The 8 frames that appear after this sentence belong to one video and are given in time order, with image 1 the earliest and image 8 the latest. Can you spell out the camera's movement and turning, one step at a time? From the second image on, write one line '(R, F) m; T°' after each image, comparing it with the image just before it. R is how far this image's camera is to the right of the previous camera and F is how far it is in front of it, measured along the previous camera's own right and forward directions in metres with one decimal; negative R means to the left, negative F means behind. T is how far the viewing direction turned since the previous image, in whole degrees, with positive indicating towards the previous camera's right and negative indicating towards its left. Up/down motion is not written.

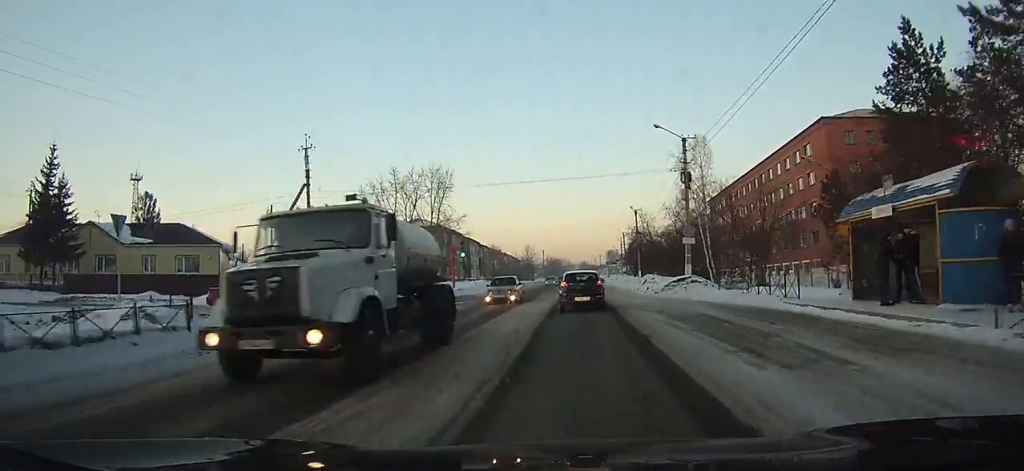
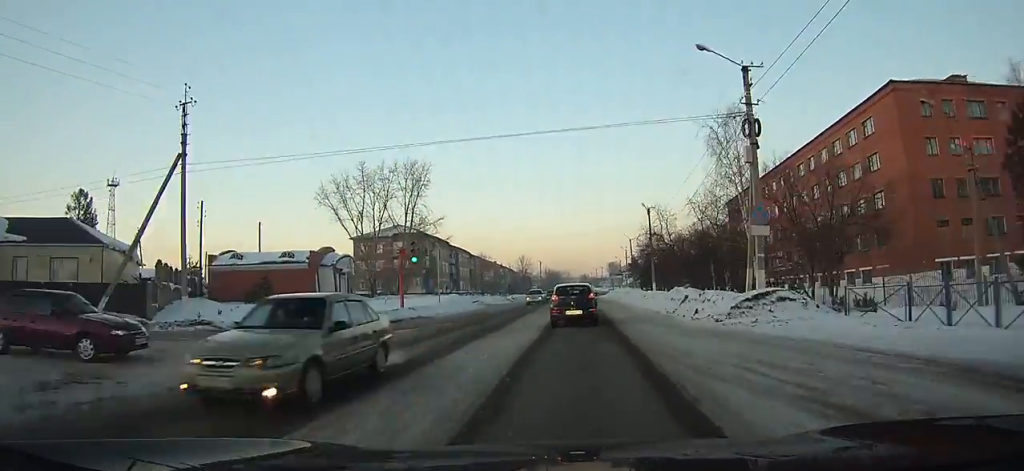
(-0.1, +11.3) m; 0°
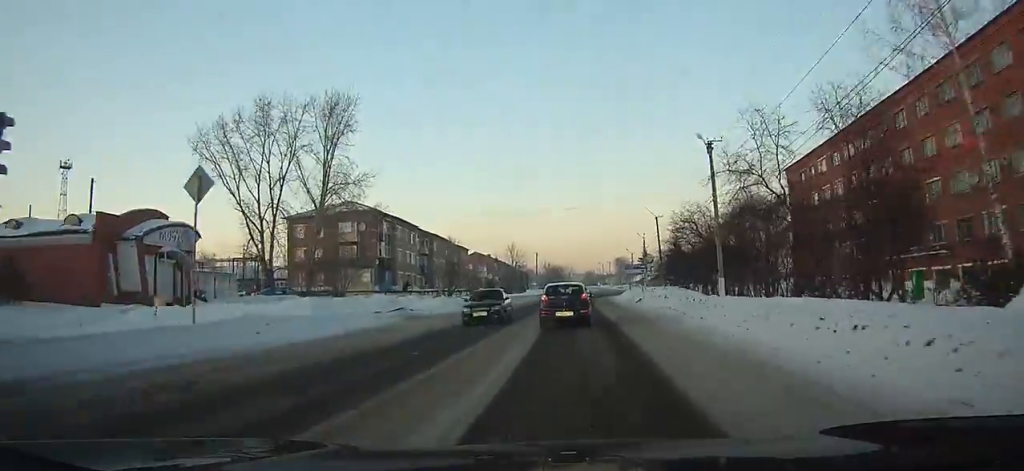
(+0.3, +24.8) m; 0°
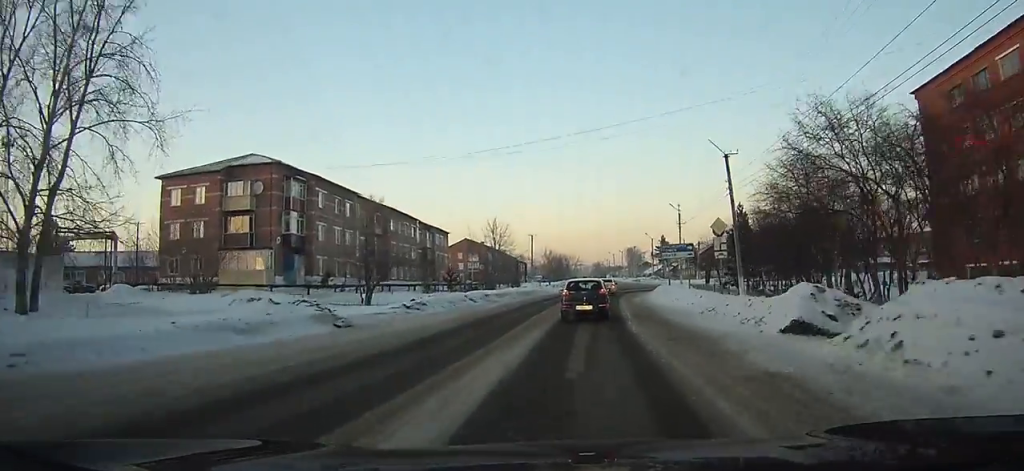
(-0.1, +28.6) m; 0°
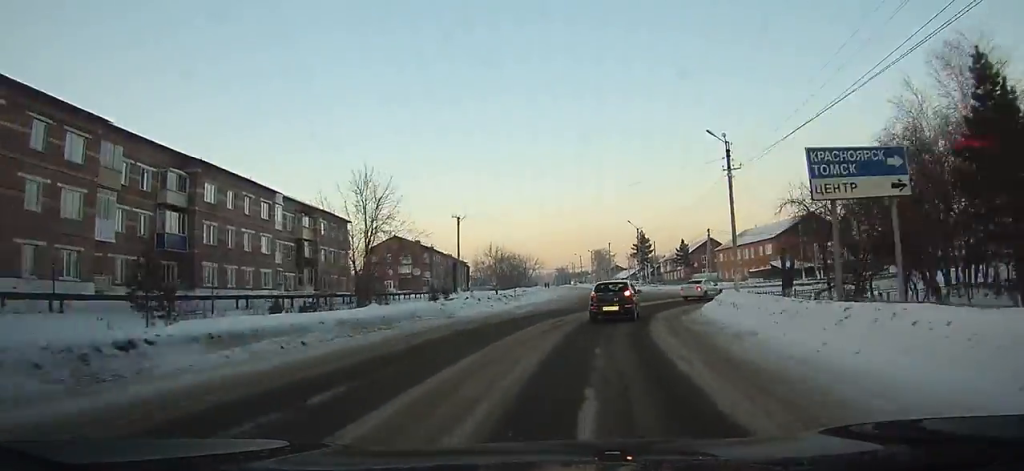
(+0.9, +33.5) m; +6°
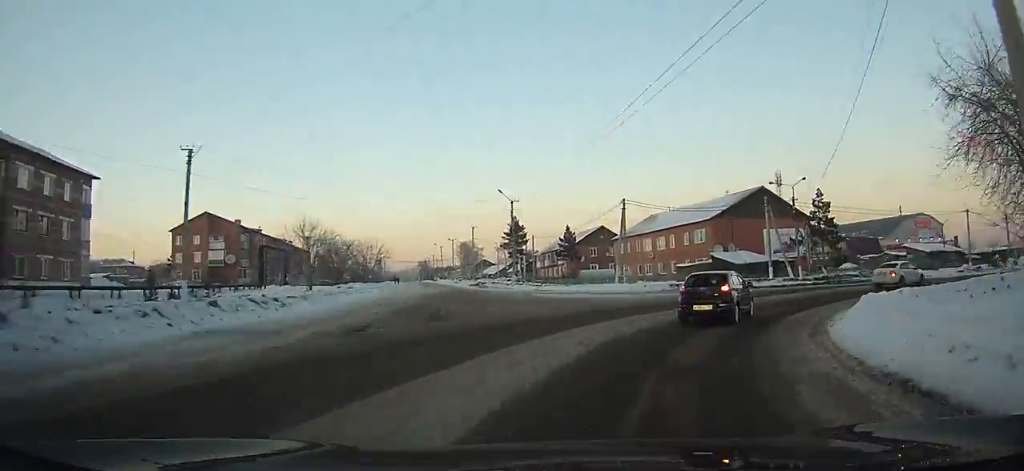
(+1.6, +25.7) m; +14°
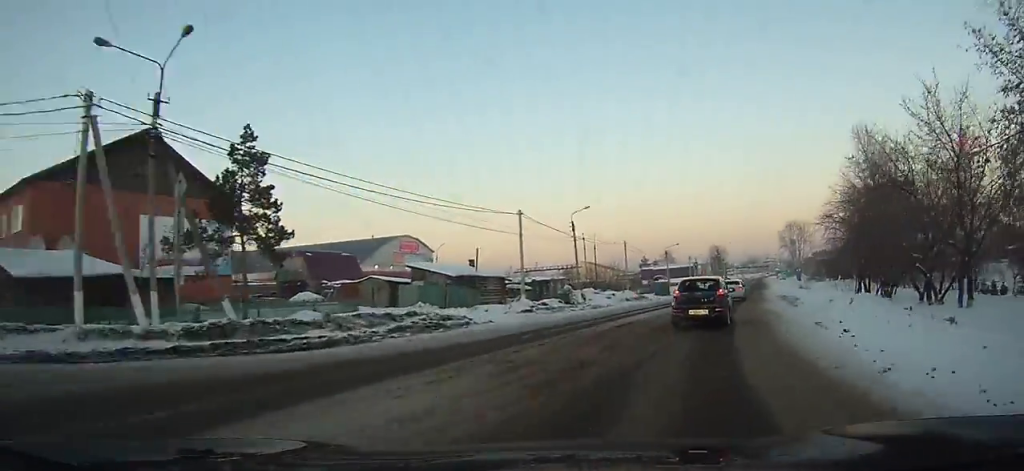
(+10.2, +30.4) m; +38°
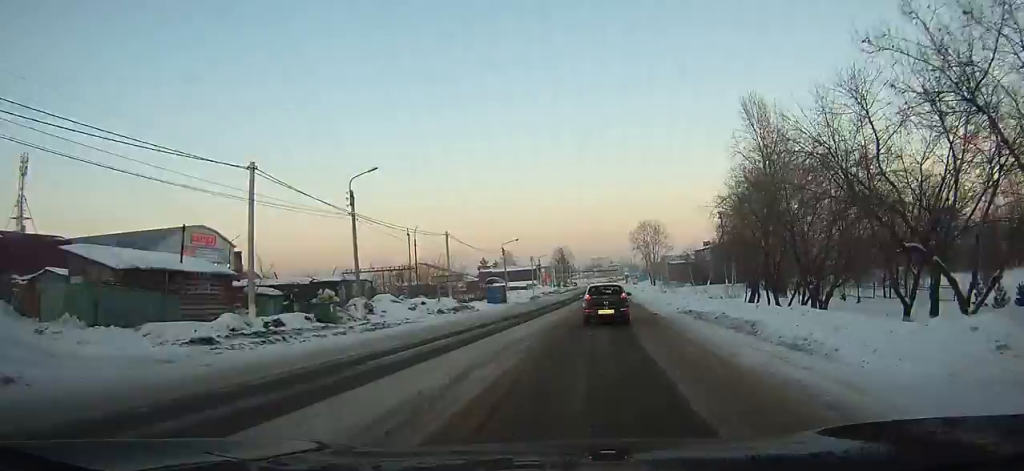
(+3.3, +17.5) m; +19°
